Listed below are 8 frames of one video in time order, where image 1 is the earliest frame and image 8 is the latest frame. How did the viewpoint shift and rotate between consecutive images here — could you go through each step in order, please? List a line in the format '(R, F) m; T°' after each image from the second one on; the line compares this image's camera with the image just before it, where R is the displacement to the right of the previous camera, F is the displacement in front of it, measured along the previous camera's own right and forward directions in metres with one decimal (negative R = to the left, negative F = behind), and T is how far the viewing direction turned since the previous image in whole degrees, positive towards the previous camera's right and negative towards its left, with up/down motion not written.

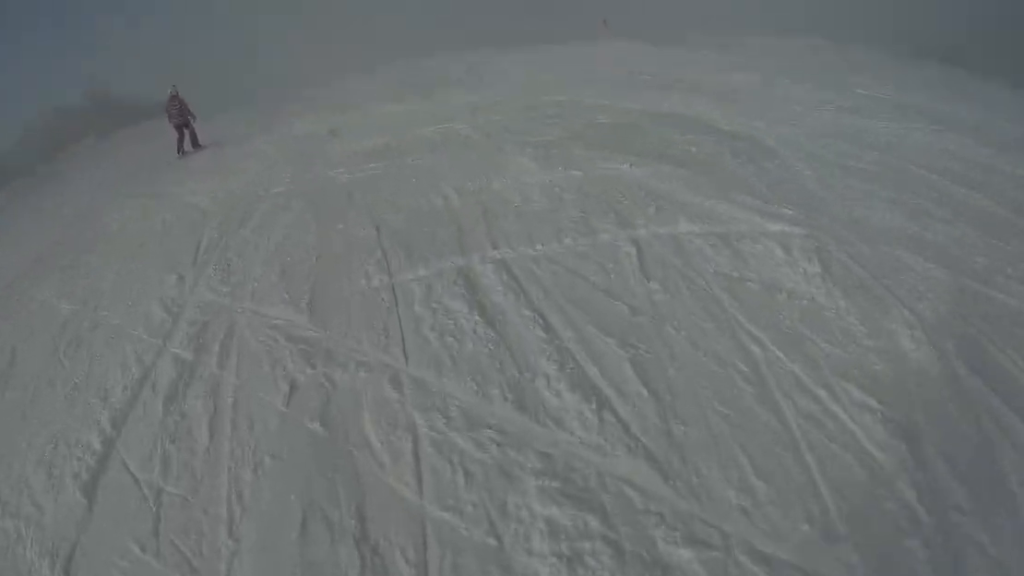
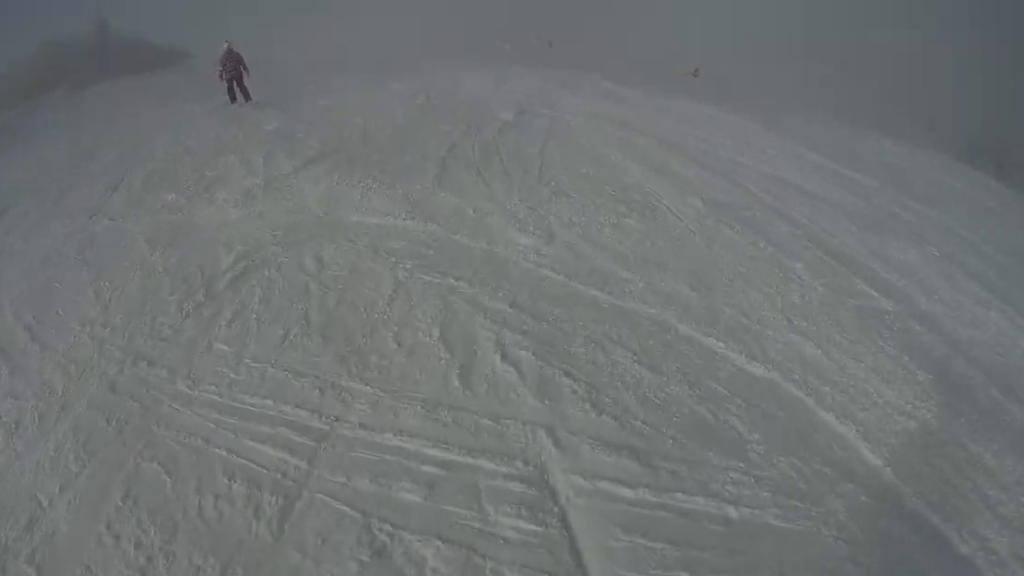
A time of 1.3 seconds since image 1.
(+1.4, +6.1) m; +17°
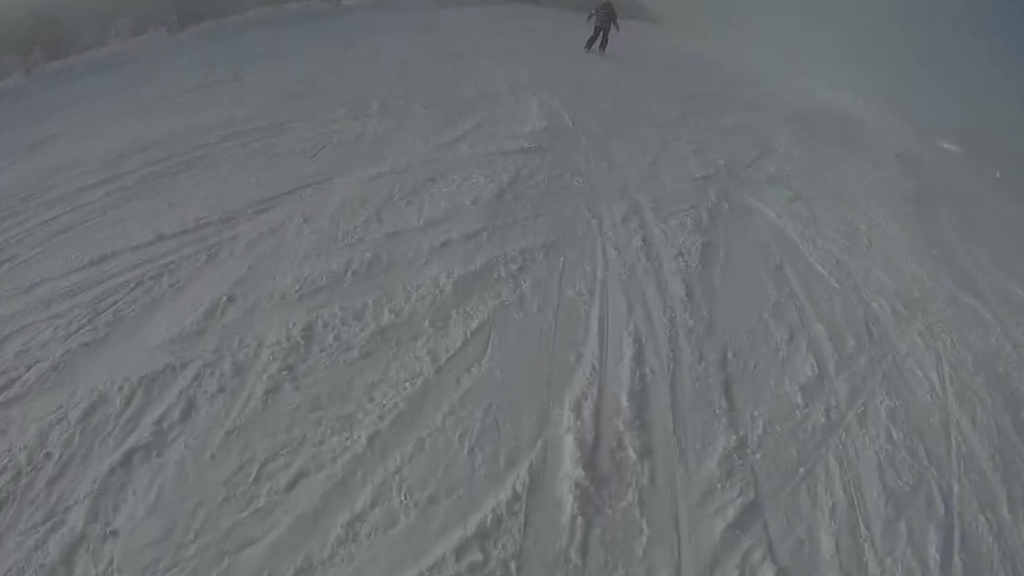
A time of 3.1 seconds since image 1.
(-0.3, +9.2) m; -12°
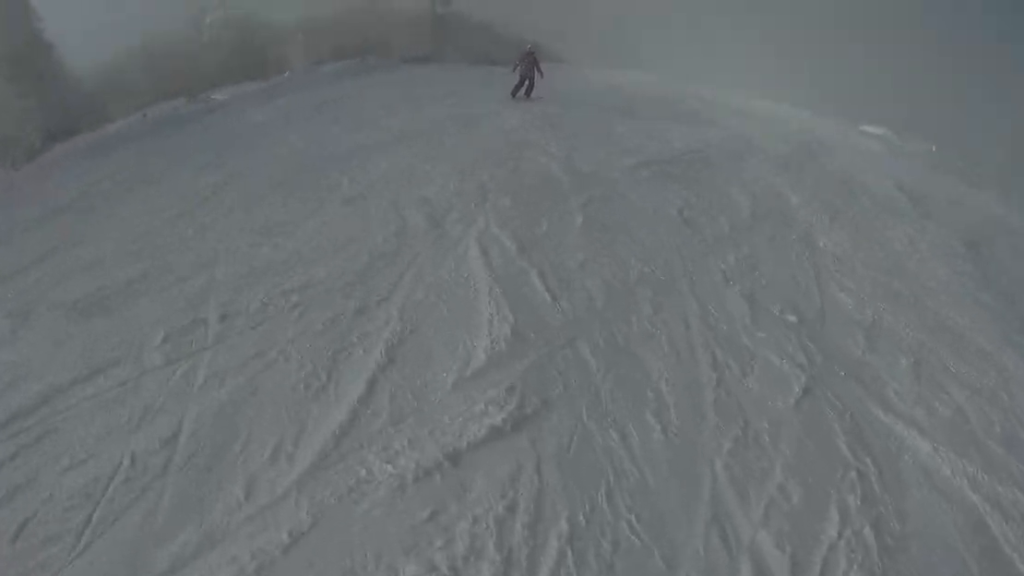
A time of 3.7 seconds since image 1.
(-0.1, +2.9) m; -6°
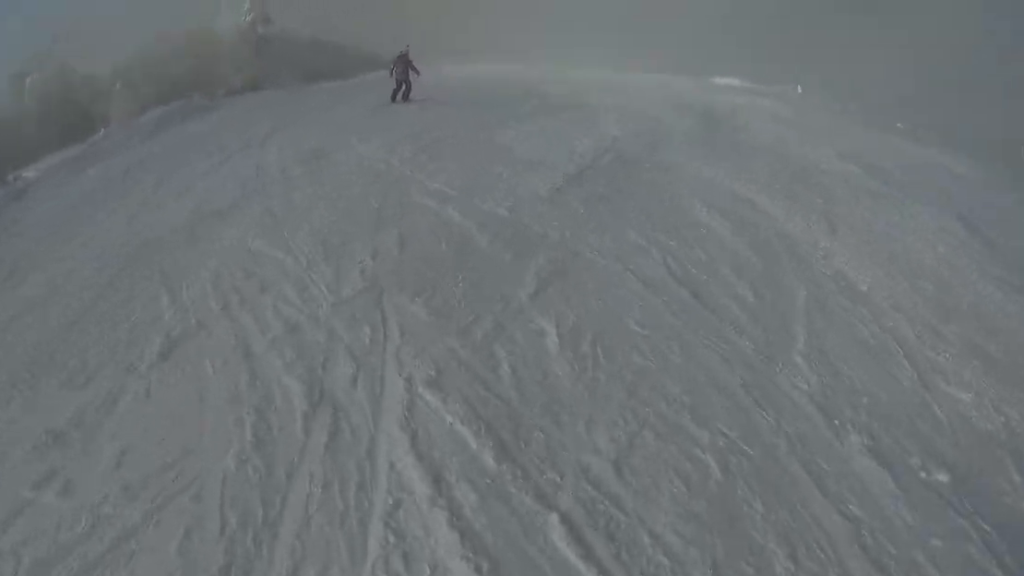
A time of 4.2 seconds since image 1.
(-0.1, +2.2) m; 0°
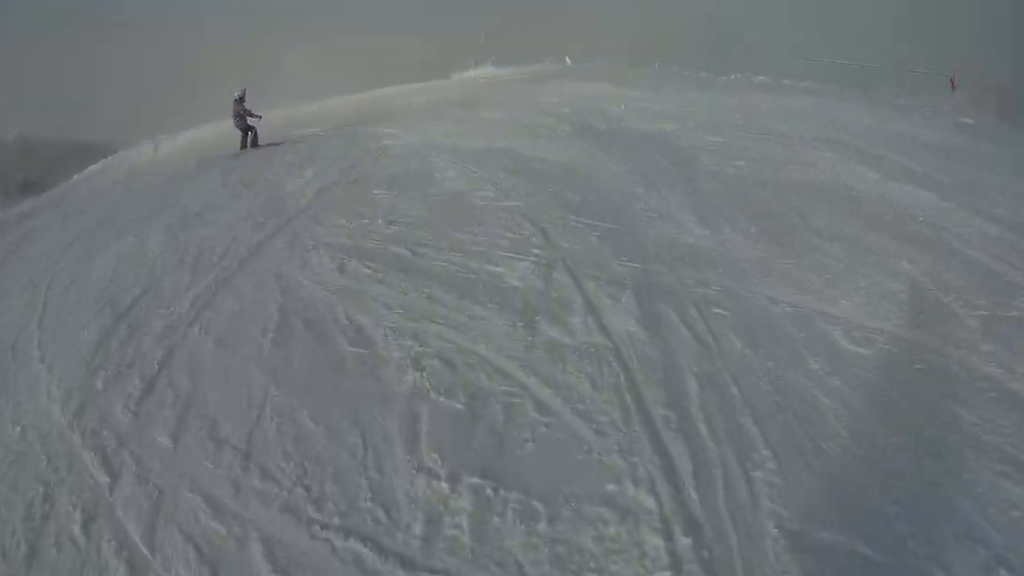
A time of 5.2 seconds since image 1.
(0.0, +5.0) m; +14°
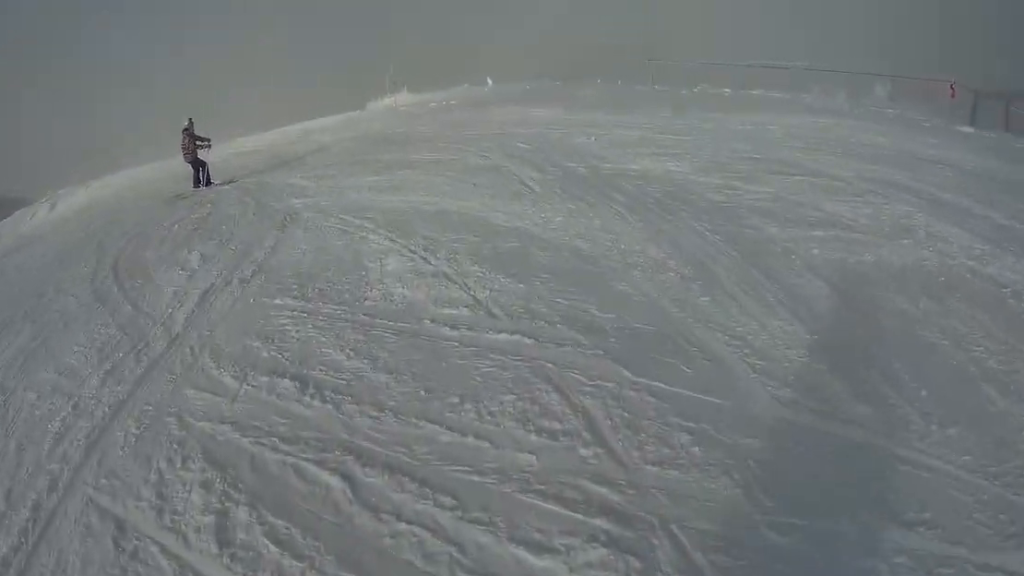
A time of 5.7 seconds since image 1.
(+0.4, +2.4) m; +11°
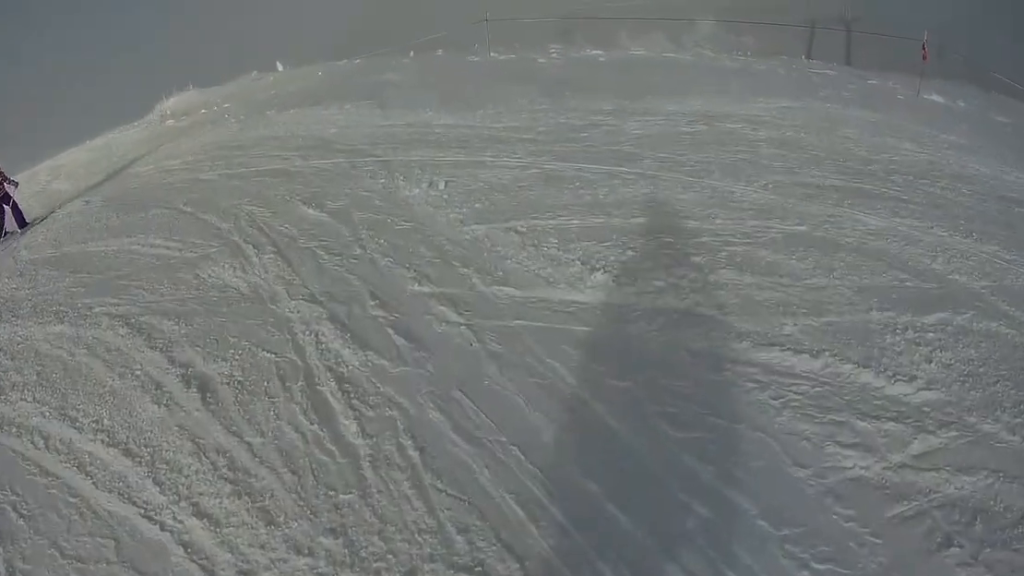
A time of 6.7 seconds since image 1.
(+0.7, +4.2) m; +27°
